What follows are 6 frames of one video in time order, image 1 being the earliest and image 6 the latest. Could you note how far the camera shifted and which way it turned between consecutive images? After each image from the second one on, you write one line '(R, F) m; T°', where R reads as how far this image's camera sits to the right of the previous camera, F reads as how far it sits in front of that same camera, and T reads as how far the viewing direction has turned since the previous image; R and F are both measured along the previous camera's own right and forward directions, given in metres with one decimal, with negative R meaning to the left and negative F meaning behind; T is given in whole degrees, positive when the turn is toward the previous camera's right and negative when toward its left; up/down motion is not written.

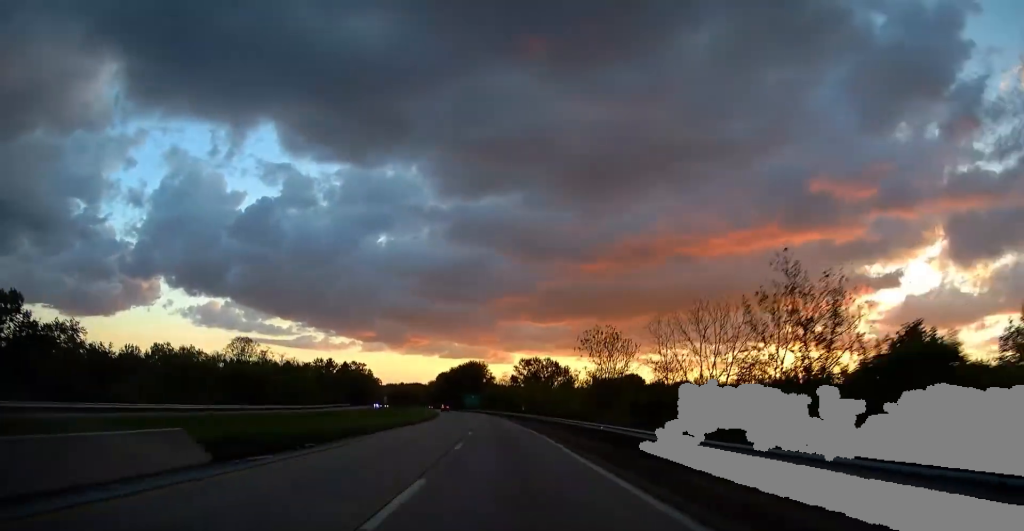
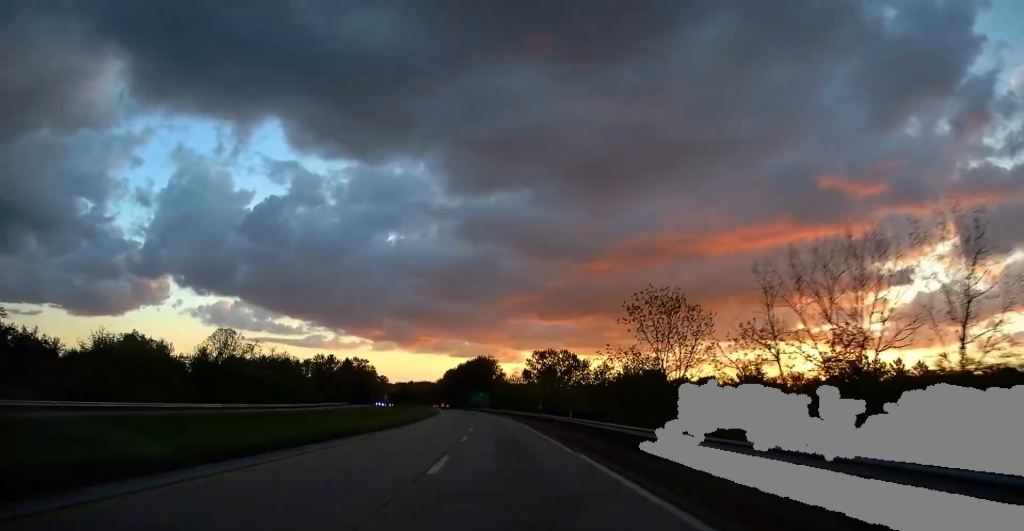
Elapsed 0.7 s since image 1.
(-0.3, +20.6) m; -1°
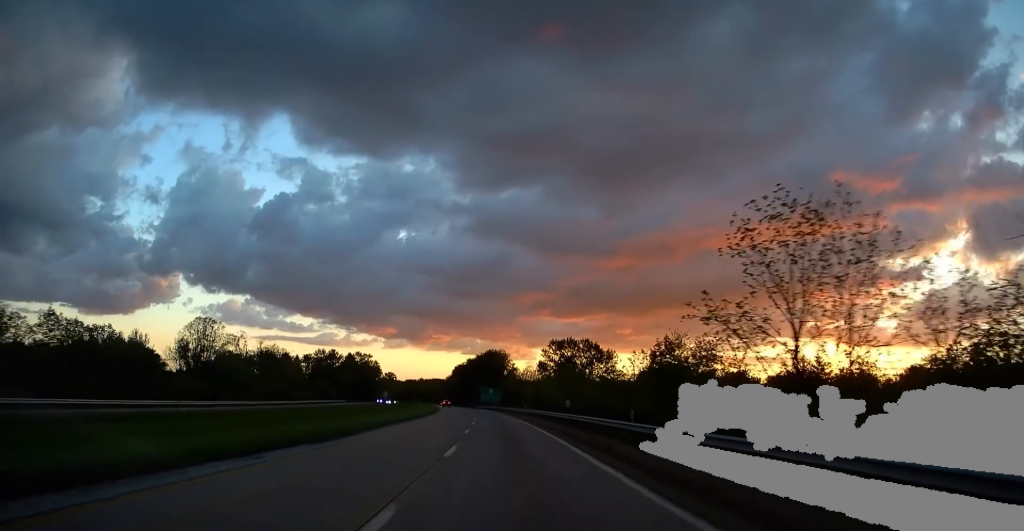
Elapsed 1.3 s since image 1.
(-0.3, +20.7) m; -1°
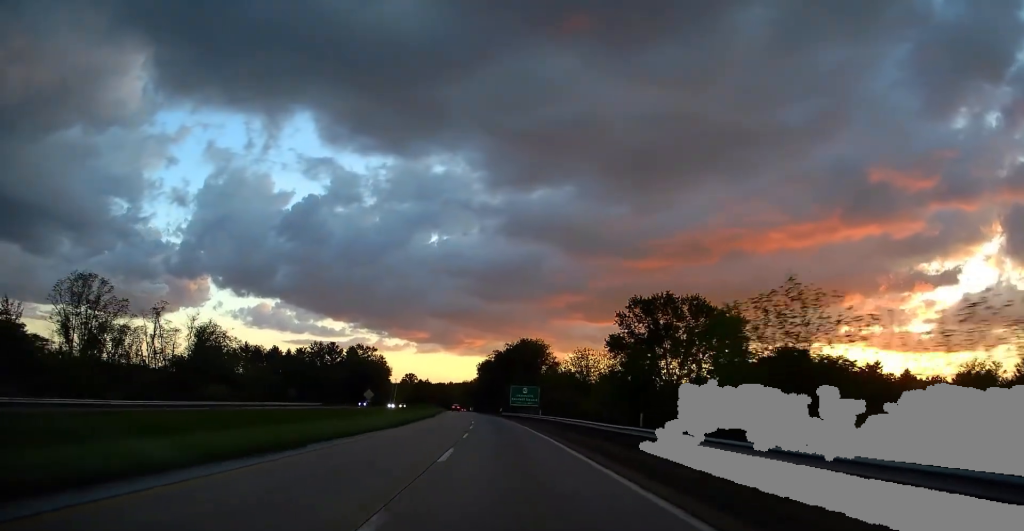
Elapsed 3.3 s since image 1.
(-1.3, +62.8) m; -2°
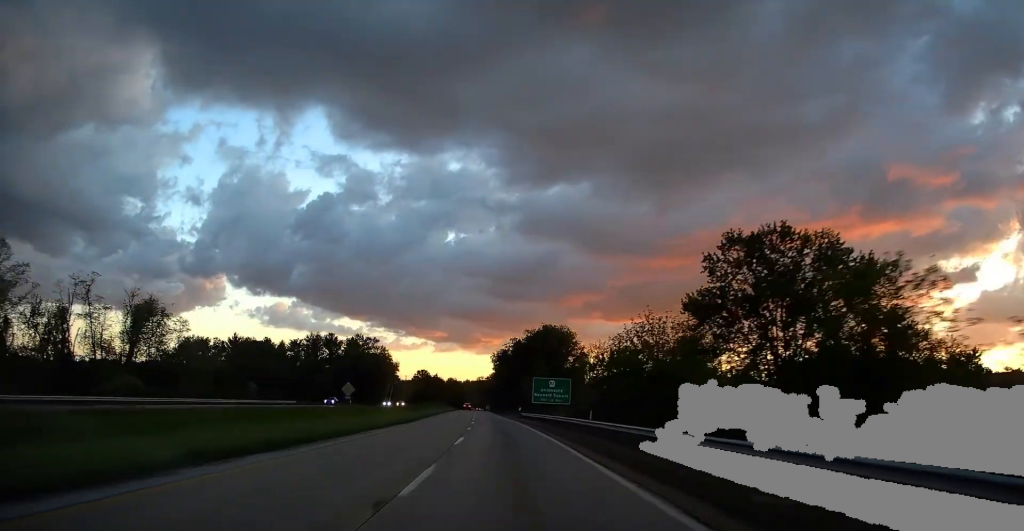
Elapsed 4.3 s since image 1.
(-0.4, +30.8) m; -1°
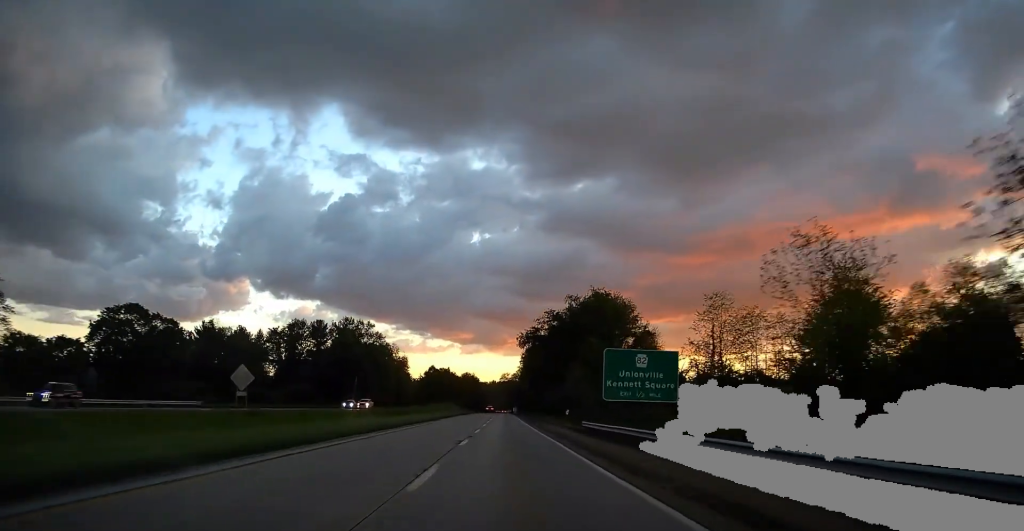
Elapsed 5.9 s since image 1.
(-1.1, +50.0) m; -3°
